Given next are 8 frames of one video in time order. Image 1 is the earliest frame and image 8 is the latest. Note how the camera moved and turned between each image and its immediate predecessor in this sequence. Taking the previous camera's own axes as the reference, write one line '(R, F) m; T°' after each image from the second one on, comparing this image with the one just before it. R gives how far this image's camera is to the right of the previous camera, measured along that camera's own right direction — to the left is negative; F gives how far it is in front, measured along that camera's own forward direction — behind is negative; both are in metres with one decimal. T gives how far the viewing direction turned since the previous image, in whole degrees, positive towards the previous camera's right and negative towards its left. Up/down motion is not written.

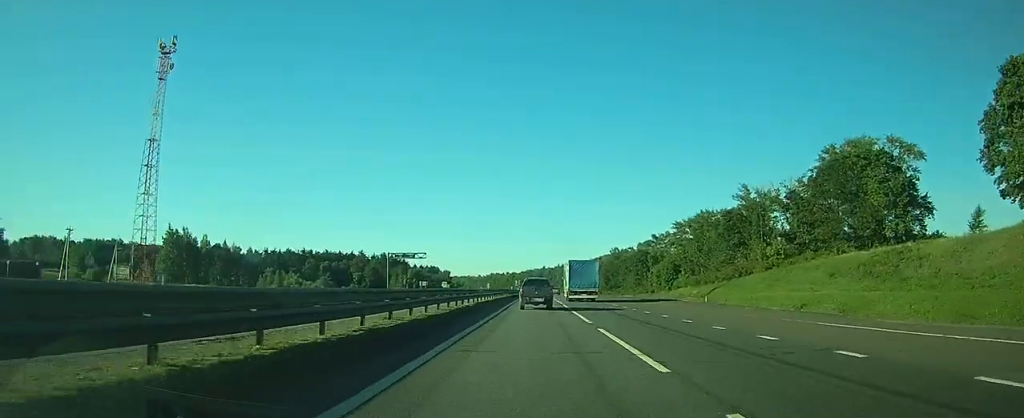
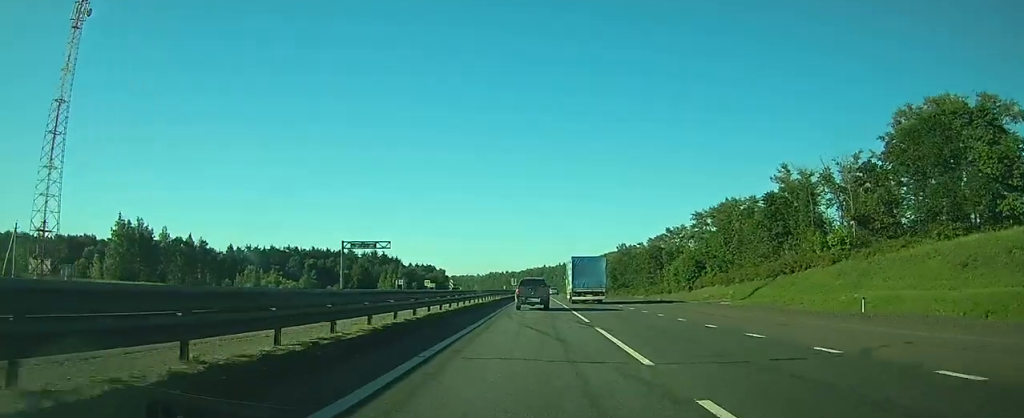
(+0.1, +23.3) m; 0°
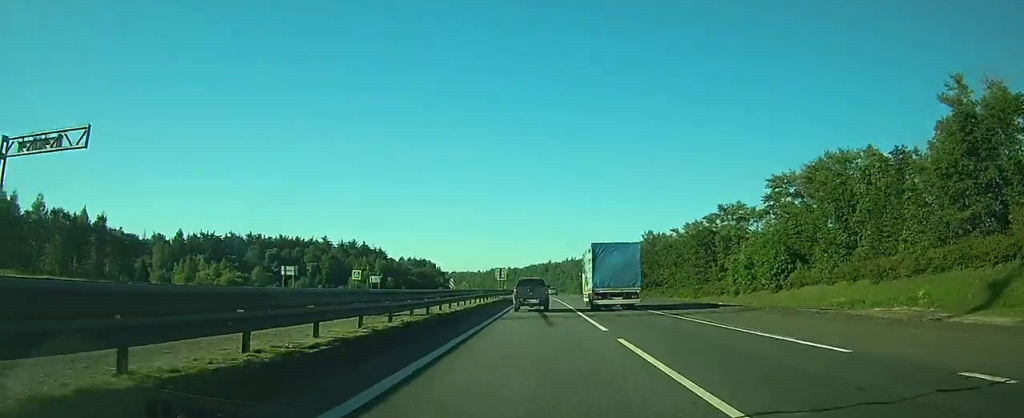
(+0.1, +52.3) m; 0°
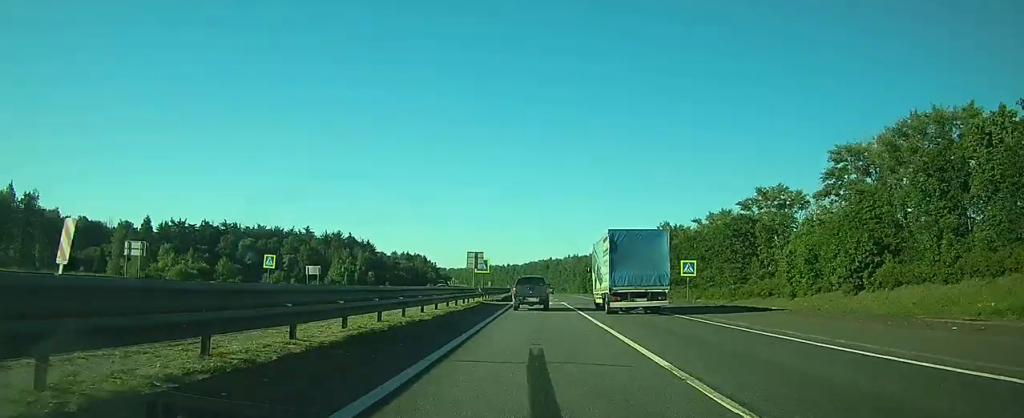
(-0.1, +25.2) m; 0°
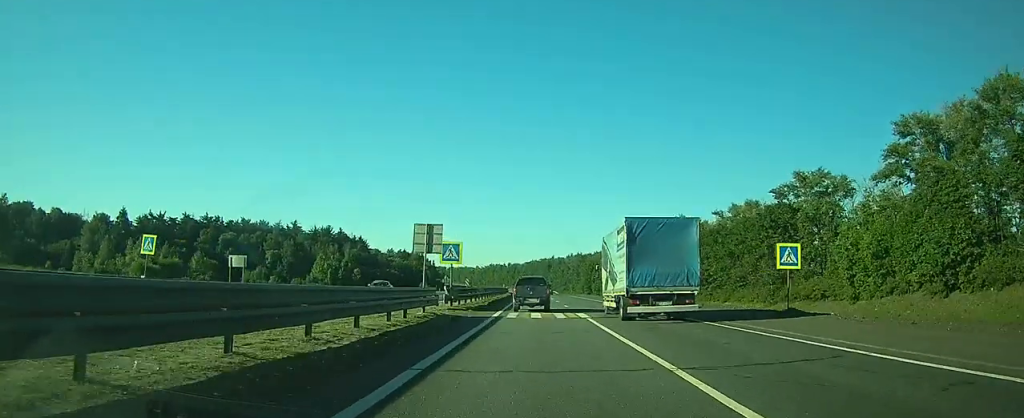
(0.0, +17.4) m; 0°
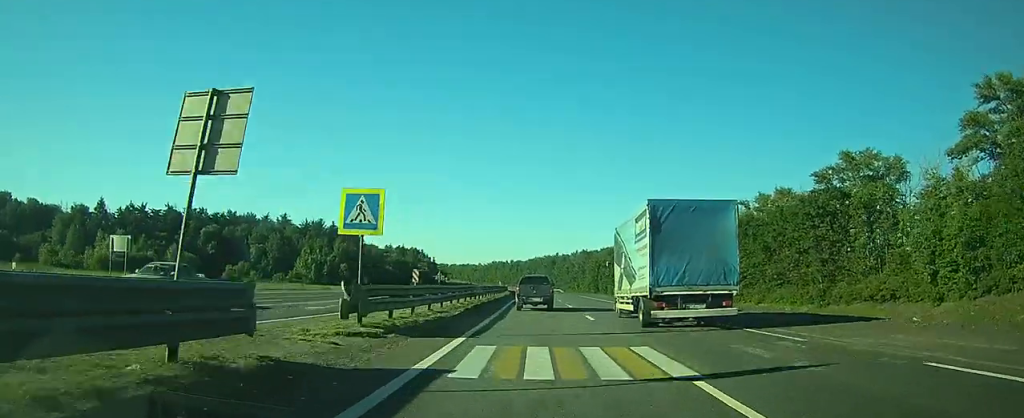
(-0.1, +15.5) m; 0°
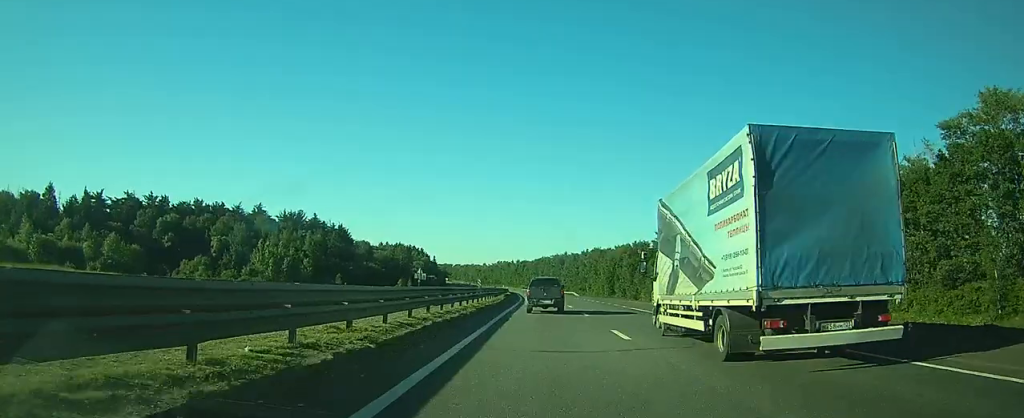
(-0.2, +31.0) m; -1°
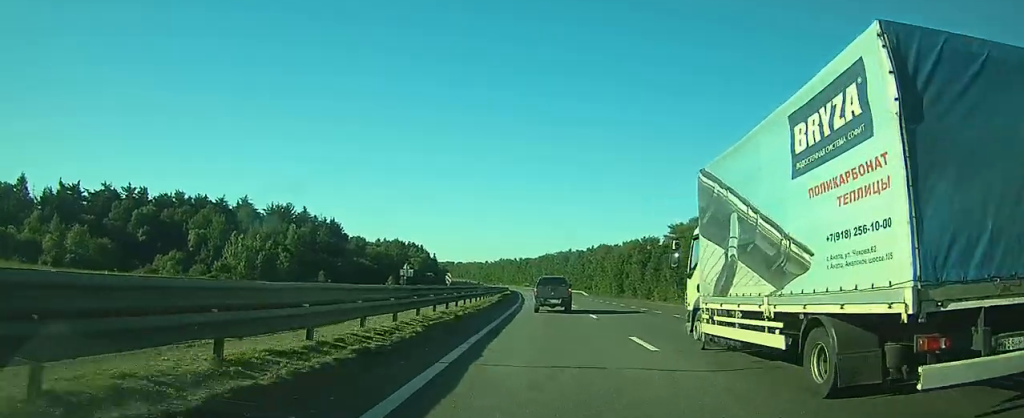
(0.0, +14.5) m; 0°
